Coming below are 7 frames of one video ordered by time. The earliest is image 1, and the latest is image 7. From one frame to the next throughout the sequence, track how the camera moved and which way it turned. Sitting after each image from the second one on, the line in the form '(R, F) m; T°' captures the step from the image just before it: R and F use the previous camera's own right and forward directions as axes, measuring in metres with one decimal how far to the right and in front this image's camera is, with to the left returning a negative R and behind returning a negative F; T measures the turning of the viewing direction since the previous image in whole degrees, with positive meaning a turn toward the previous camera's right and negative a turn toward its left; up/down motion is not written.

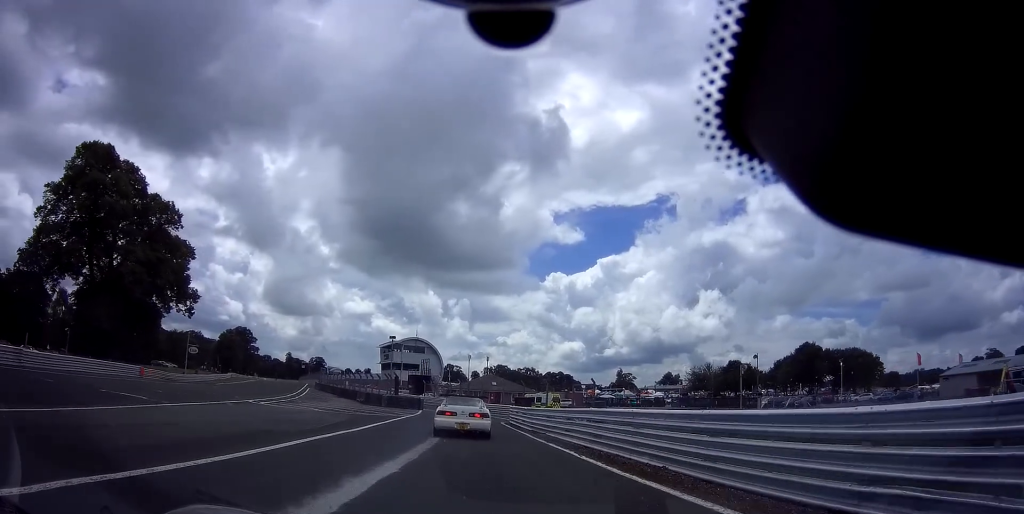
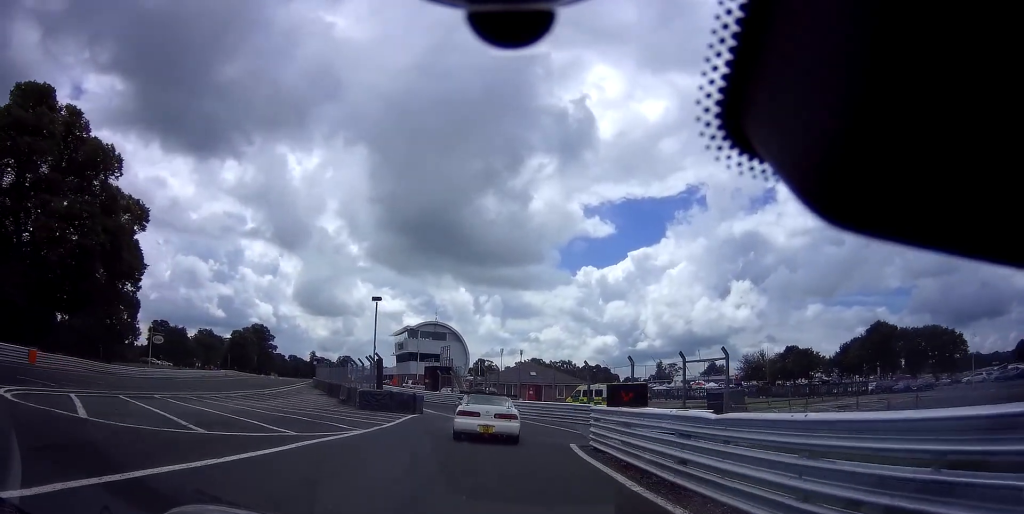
(-0.6, +19.1) m; -2°
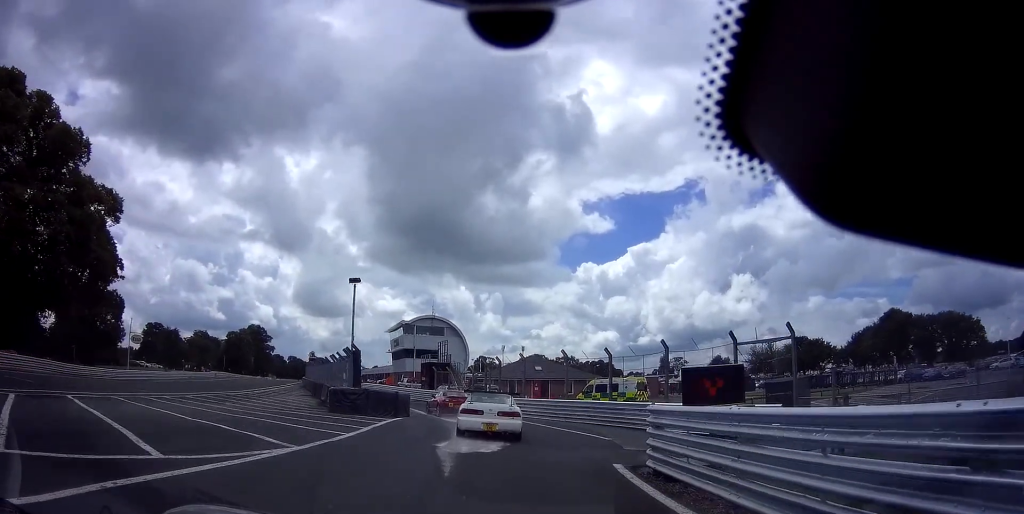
(0.0, +5.4) m; 0°
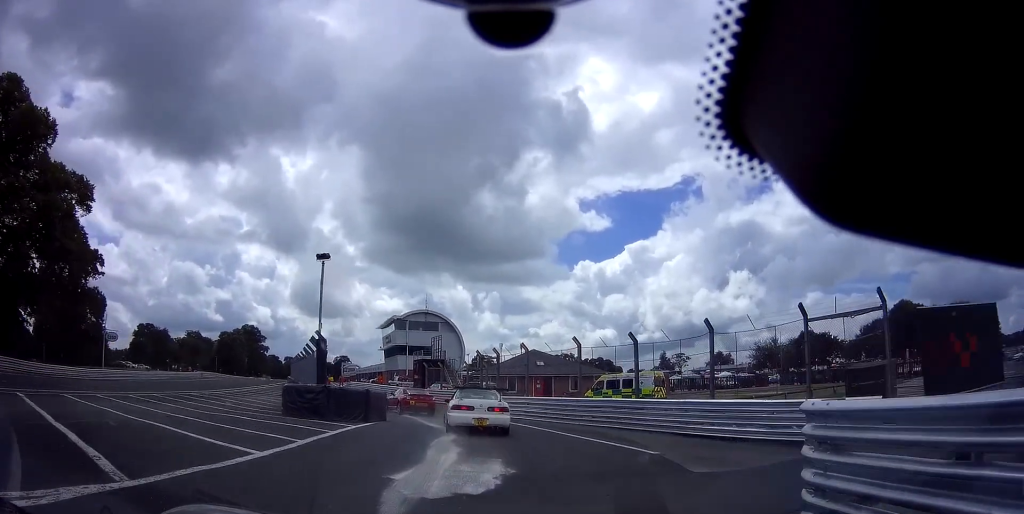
(0.0, +4.9) m; 0°
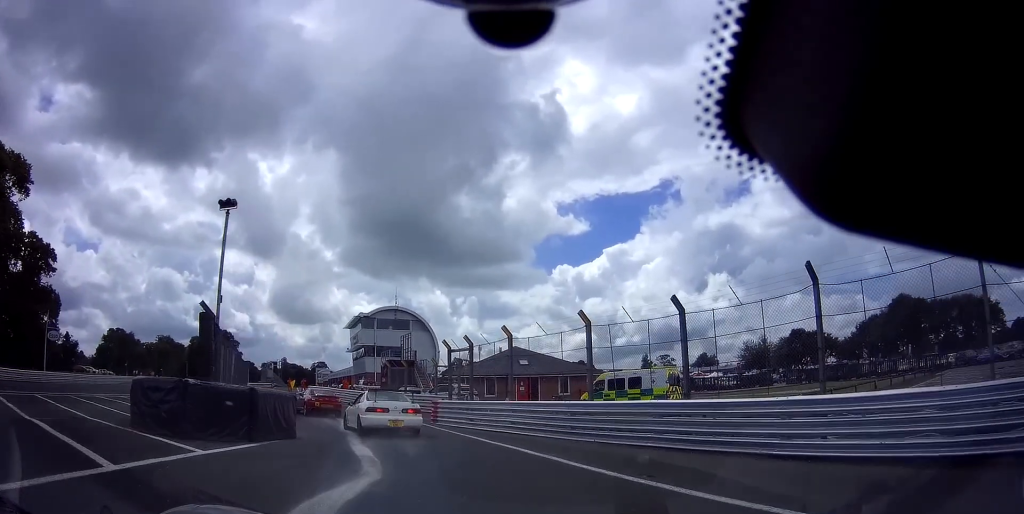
(0.0, +7.0) m; -4°
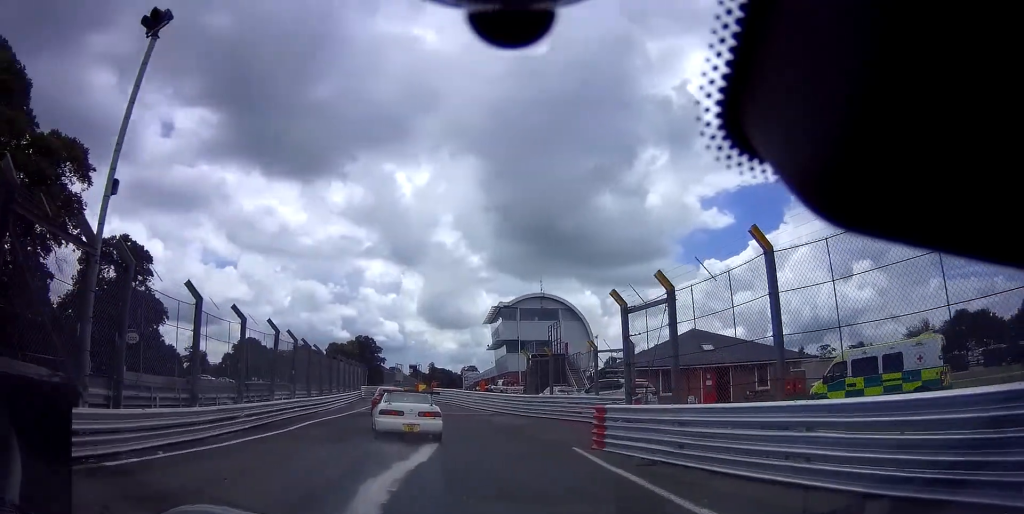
(-1.0, +10.2) m; -14°
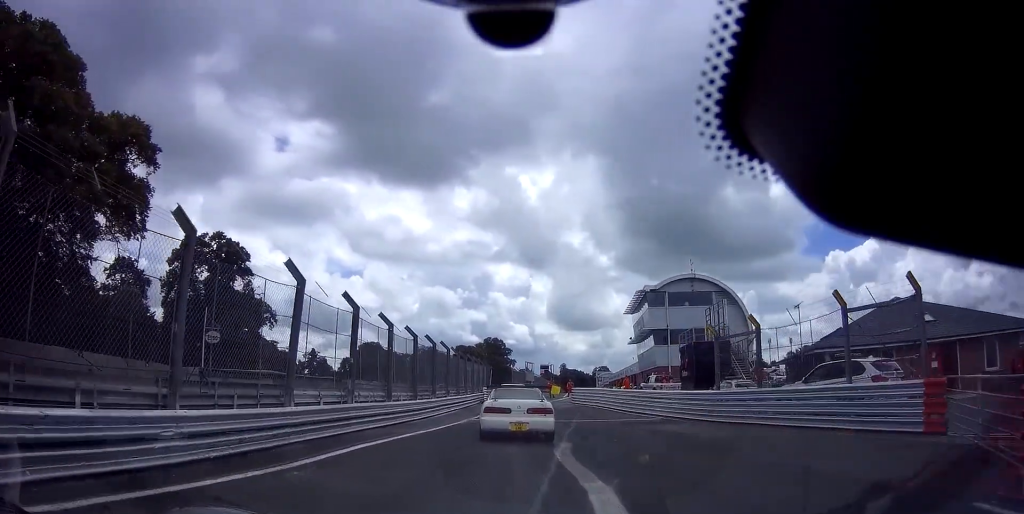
(-0.9, +8.1) m; -9°
